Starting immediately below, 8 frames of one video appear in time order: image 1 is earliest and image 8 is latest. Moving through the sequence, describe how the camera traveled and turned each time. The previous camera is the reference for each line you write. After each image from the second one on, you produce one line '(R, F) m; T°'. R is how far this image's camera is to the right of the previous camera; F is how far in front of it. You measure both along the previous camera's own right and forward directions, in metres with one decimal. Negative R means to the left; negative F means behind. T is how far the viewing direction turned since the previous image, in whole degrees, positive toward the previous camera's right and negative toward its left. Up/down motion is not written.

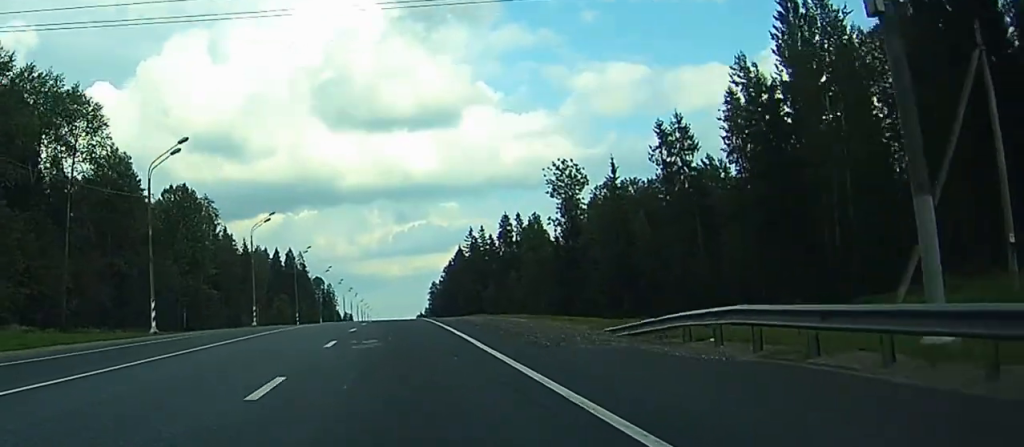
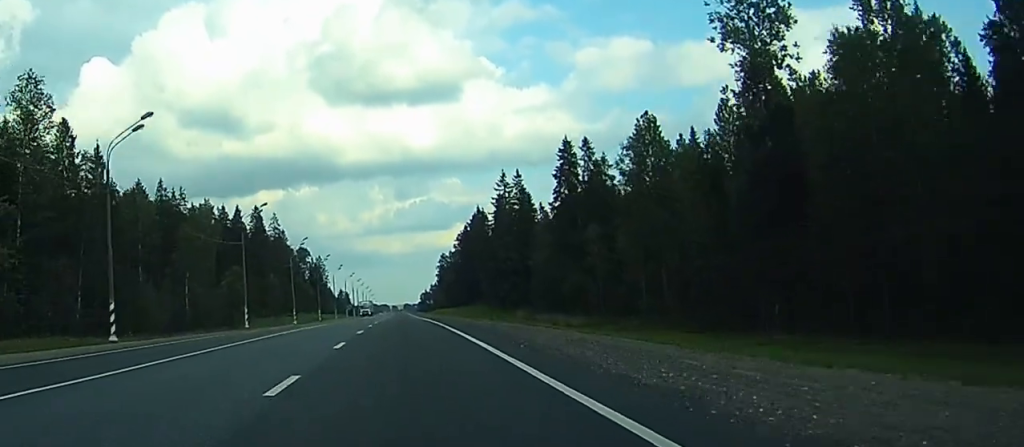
(-0.3, +82.8) m; 0°
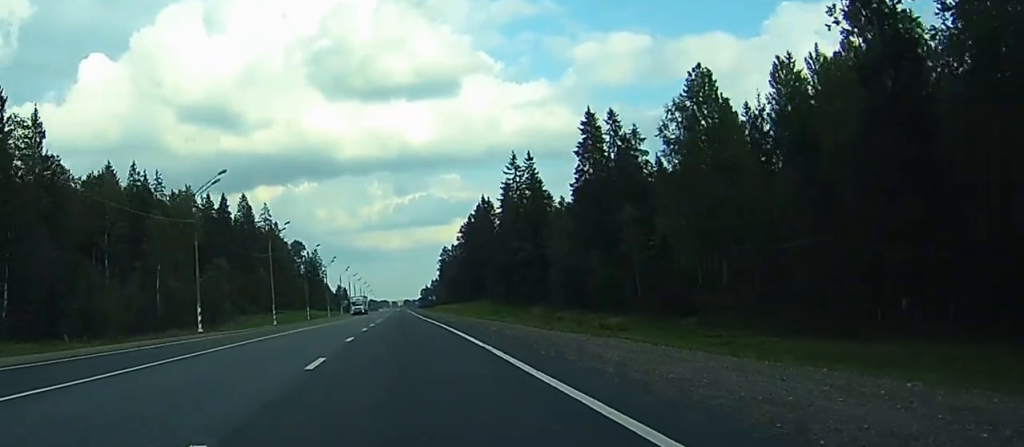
(0.0, +19.1) m; 0°
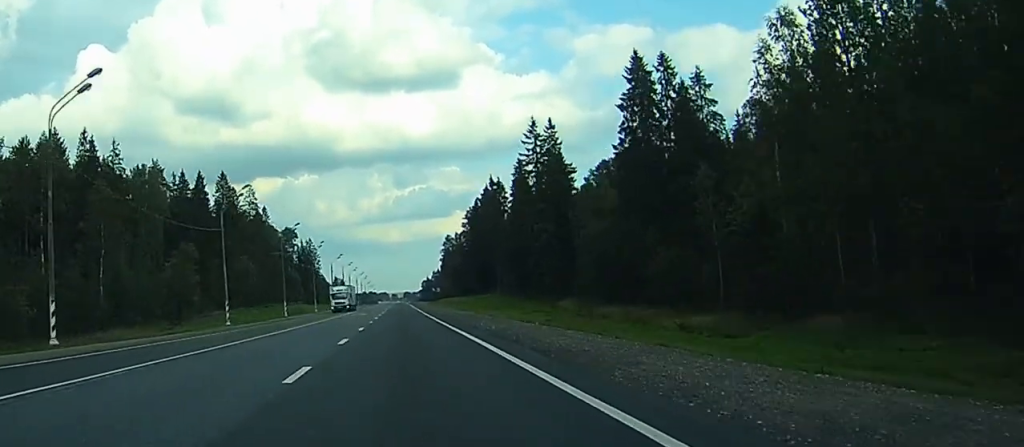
(0.0, +26.7) m; 0°
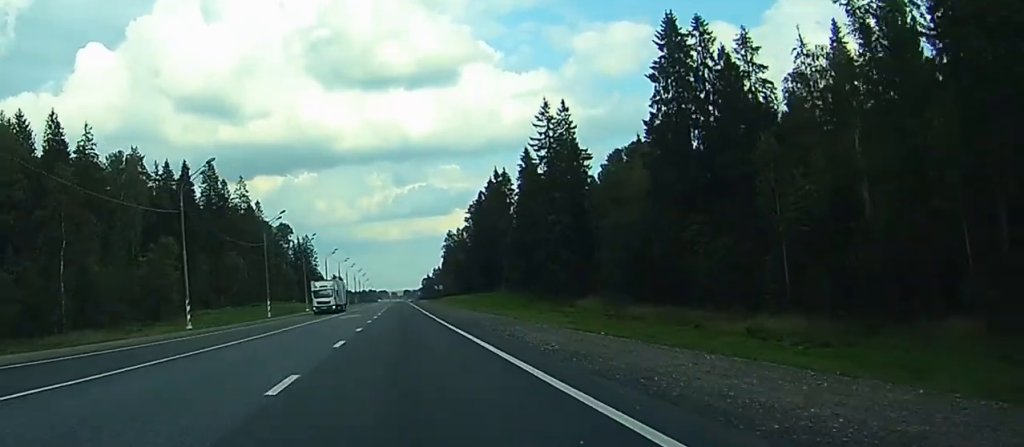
(0.0, +13.4) m; 0°
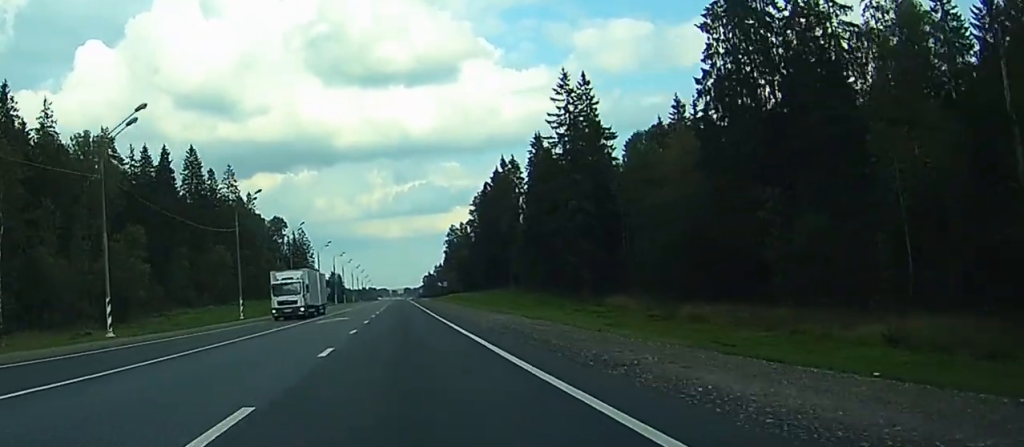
(-0.1, +16.4) m; 0°
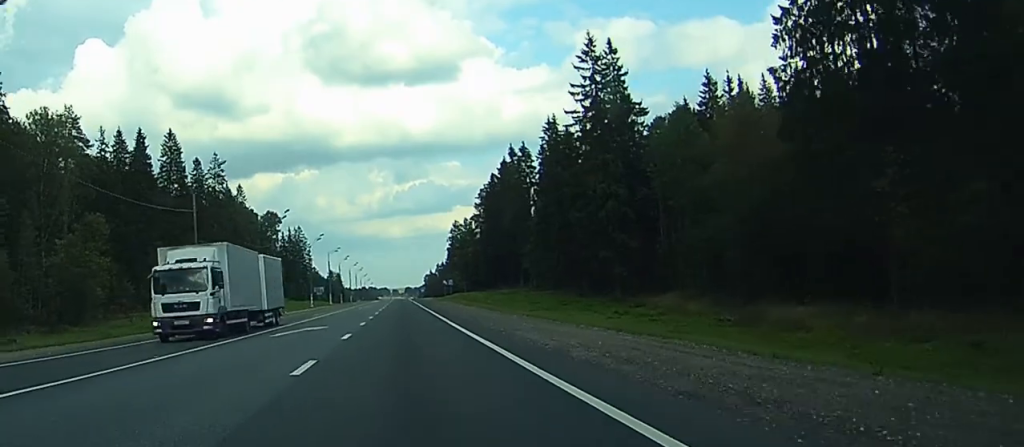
(0.0, +16.5) m; 0°
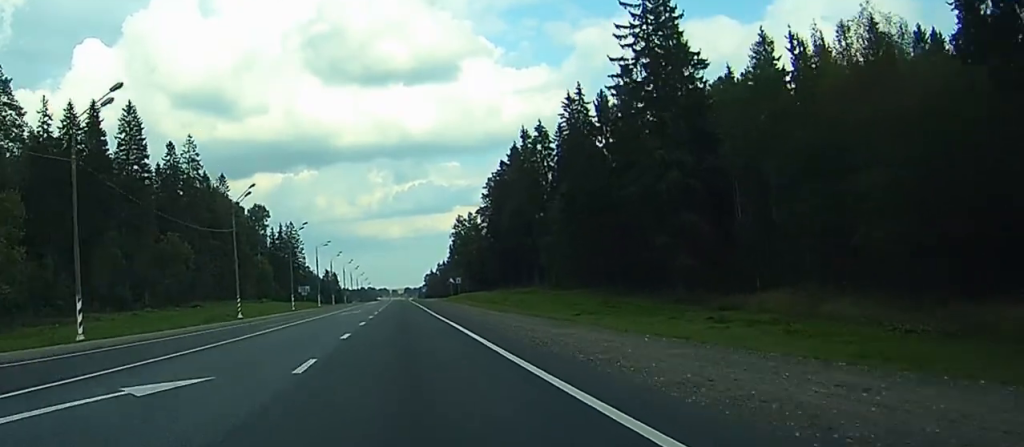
(+0.1, +23.4) m; 0°
